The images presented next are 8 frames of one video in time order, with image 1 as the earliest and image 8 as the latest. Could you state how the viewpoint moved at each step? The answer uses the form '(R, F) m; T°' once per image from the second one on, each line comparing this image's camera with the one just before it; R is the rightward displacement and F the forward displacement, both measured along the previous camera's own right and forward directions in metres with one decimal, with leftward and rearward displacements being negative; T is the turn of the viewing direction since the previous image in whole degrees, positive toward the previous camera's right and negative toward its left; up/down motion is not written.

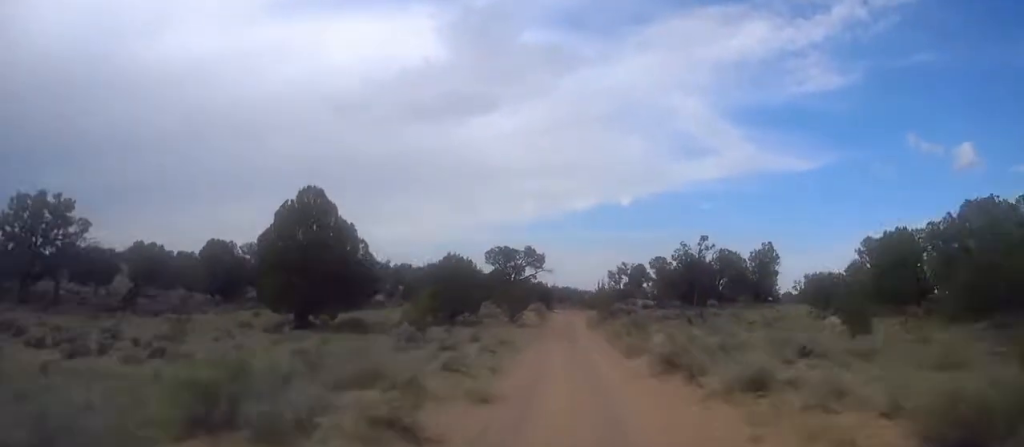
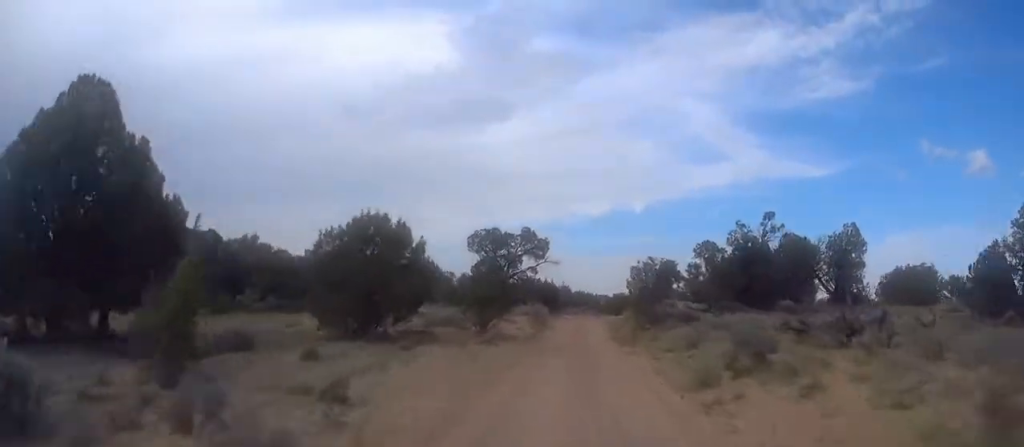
(+0.3, +20.5) m; +1°
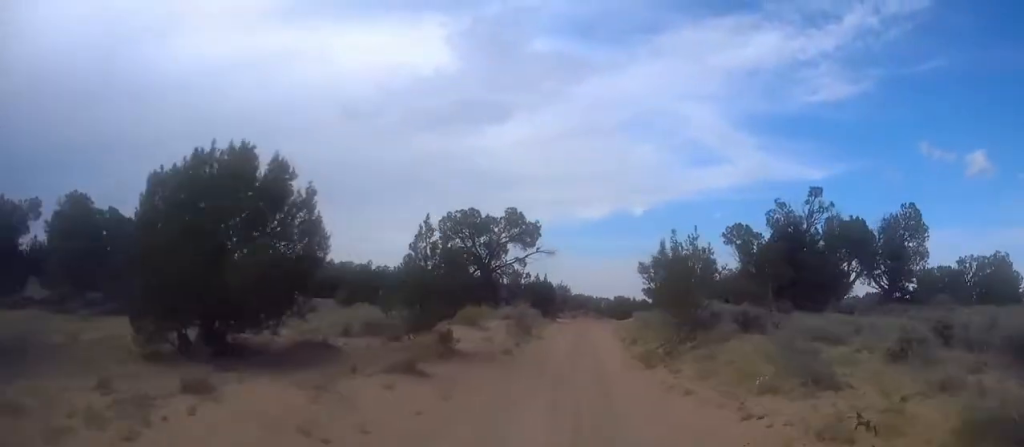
(0.0, +10.7) m; 0°
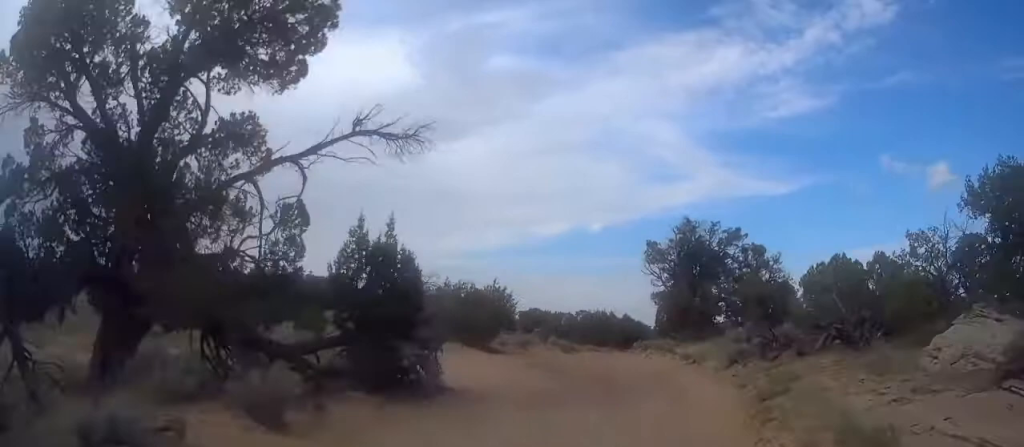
(+0.5, +33.6) m; +2°
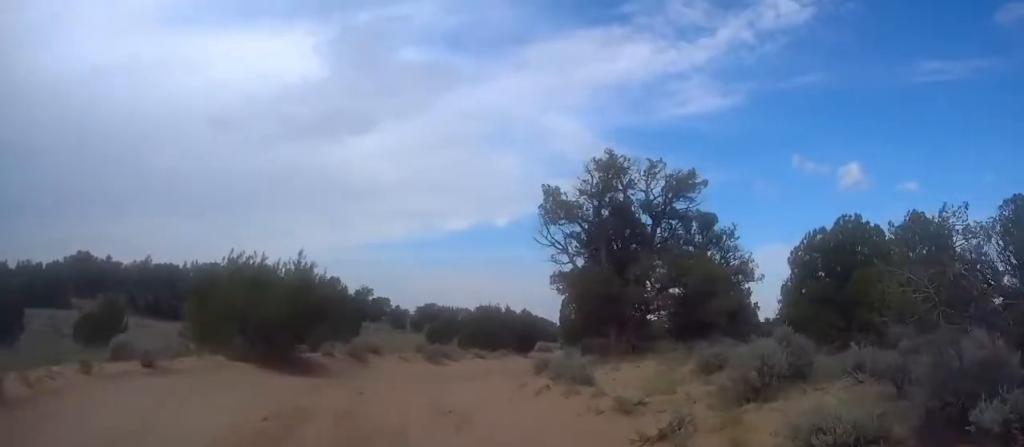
(0.0, +14.3) m; +1°
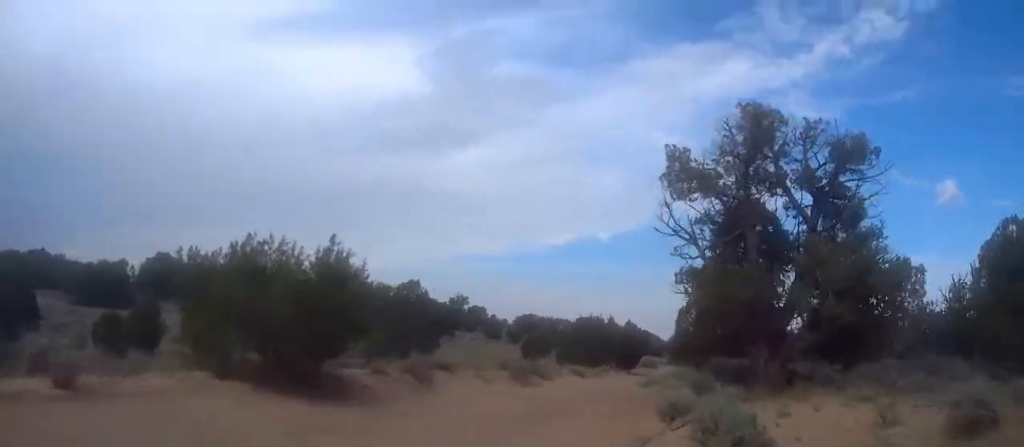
(0.0, +6.4) m; +1°
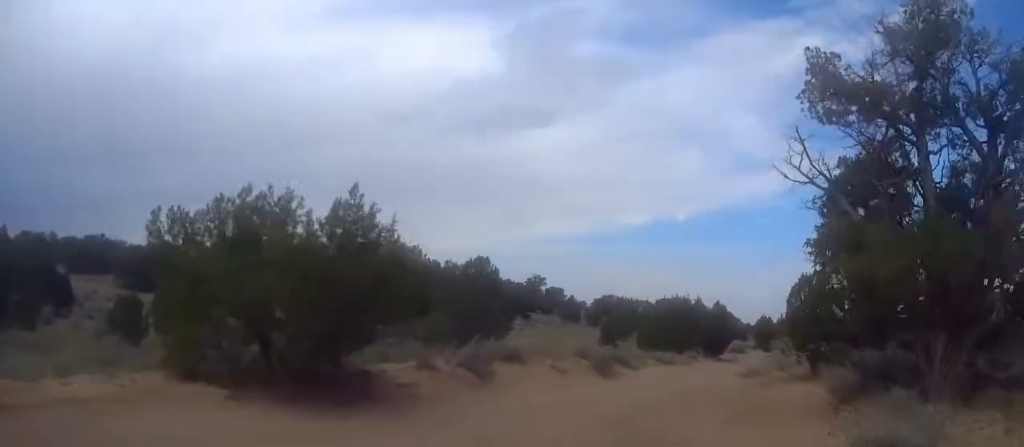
(+0.2, +4.8) m; +2°
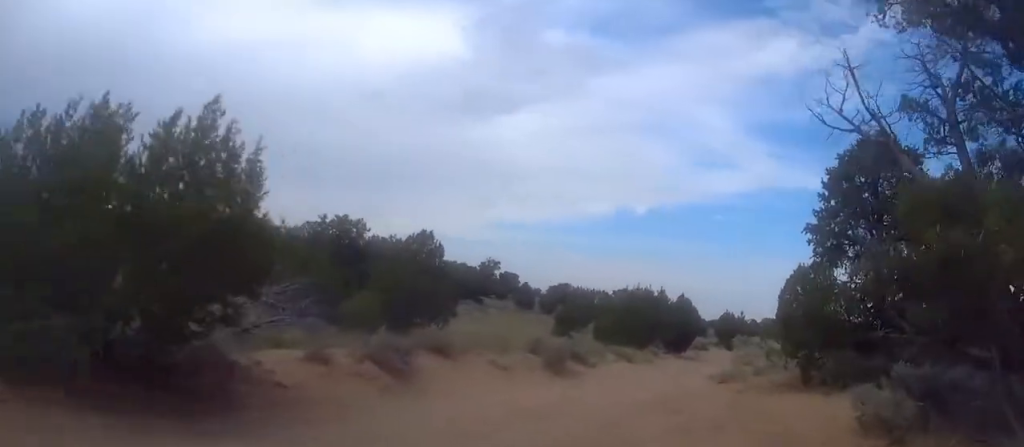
(+0.1, +4.3) m; +2°
